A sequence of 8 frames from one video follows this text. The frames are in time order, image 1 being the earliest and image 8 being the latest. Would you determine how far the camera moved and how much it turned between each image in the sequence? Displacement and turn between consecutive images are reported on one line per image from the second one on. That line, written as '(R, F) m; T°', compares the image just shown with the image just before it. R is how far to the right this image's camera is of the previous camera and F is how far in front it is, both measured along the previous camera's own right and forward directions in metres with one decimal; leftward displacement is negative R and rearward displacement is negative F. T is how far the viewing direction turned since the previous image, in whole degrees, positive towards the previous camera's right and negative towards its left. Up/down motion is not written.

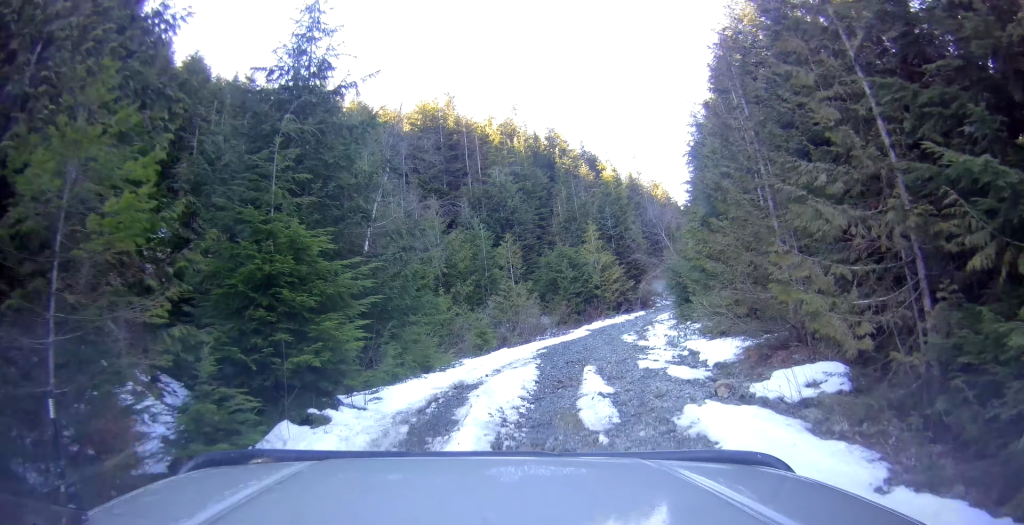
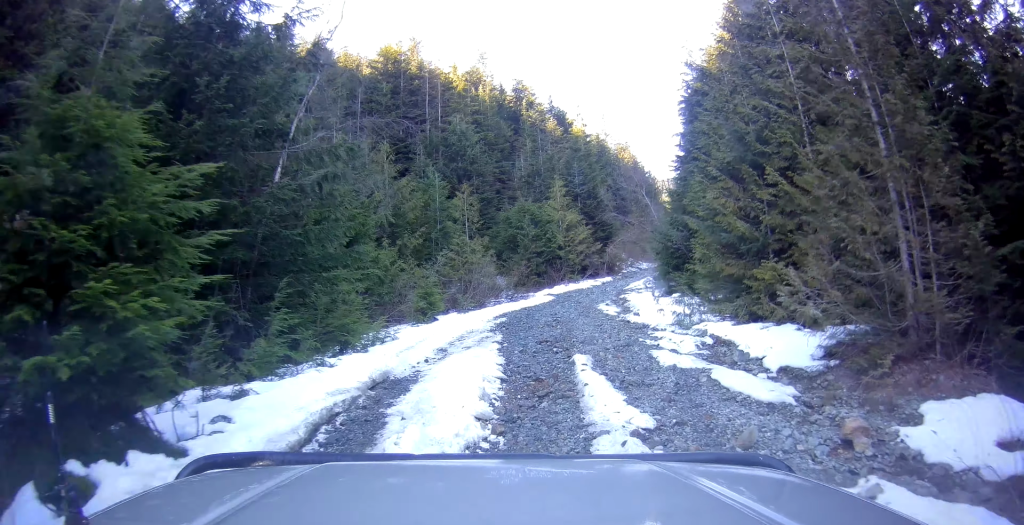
(-0.8, +4.5) m; -1°
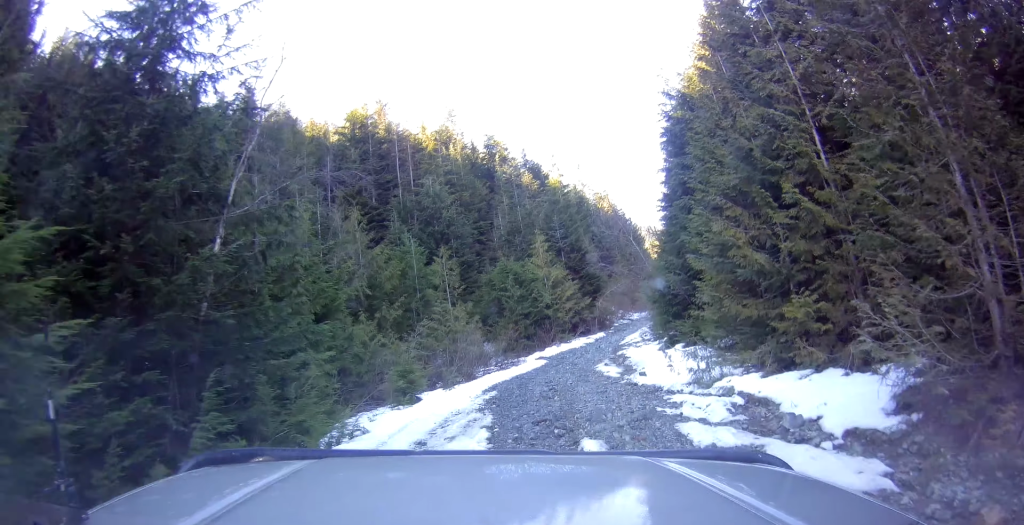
(+0.4, +2.0) m; +6°
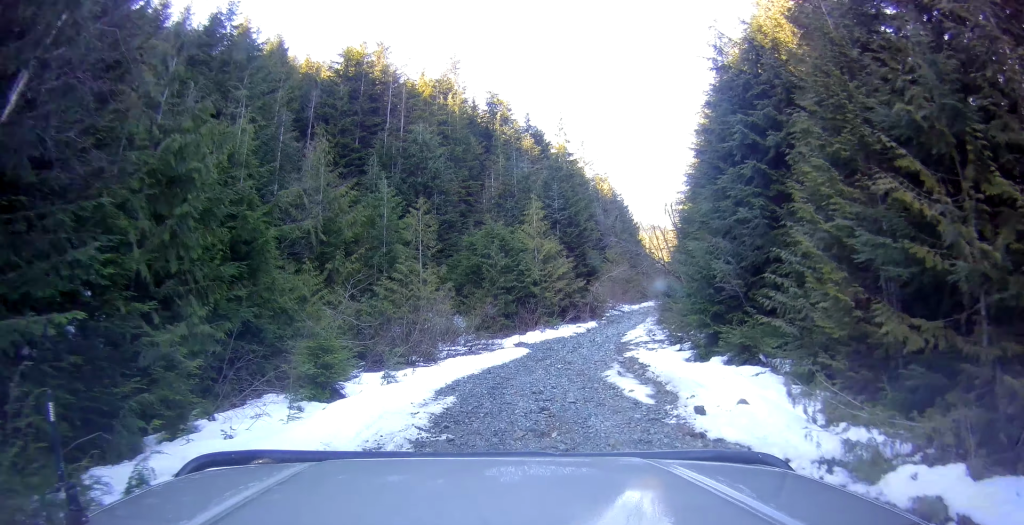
(+0.8, +6.2) m; +7°
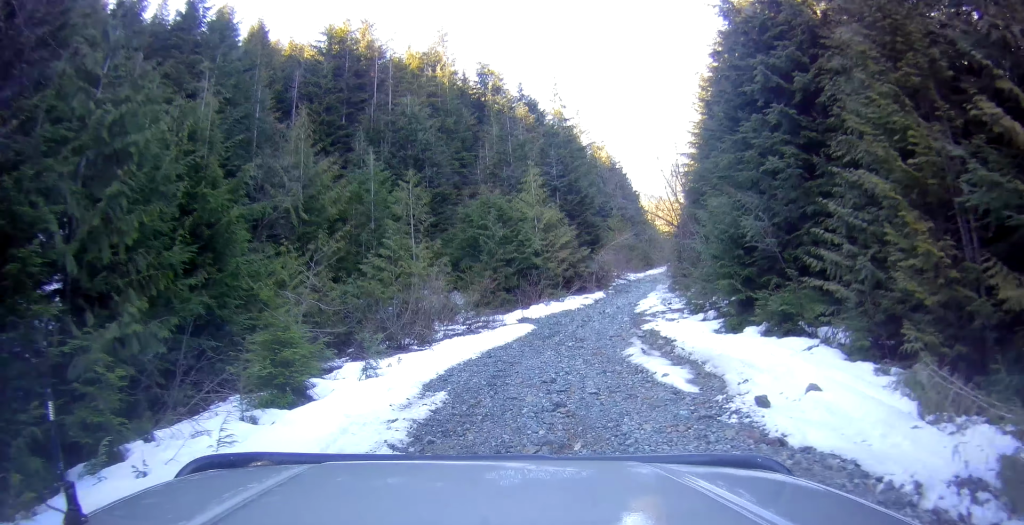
(0.0, +2.2) m; -1°
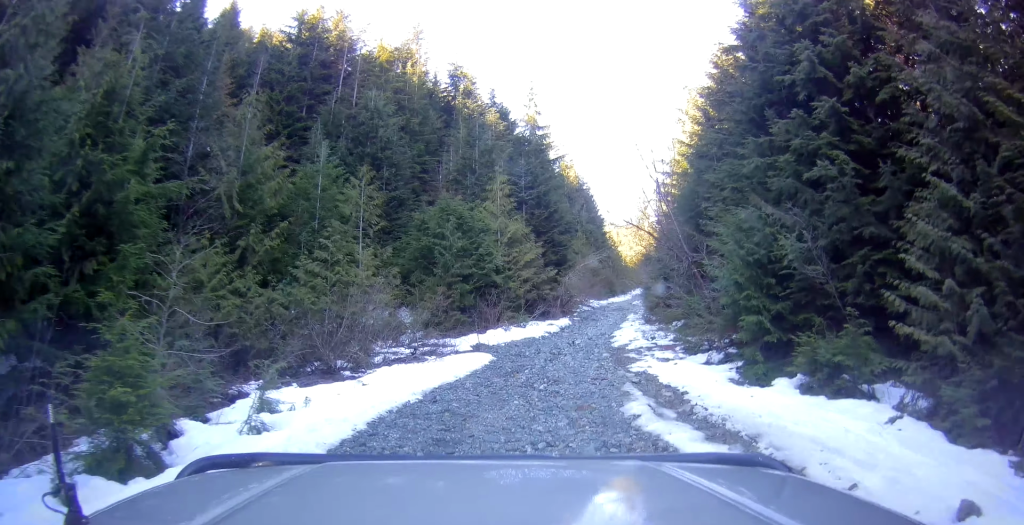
(0.0, +3.8) m; -4°
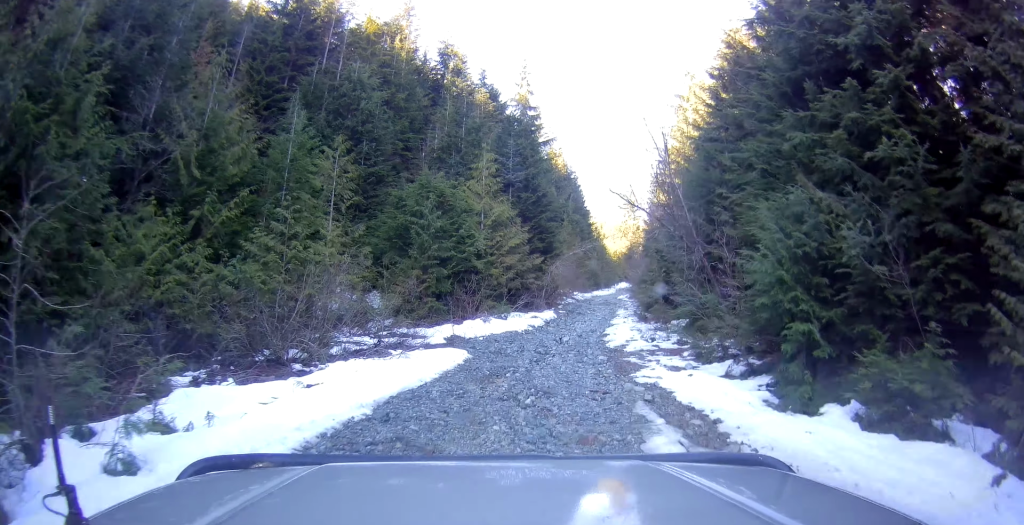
(-0.1, +2.5) m; +1°
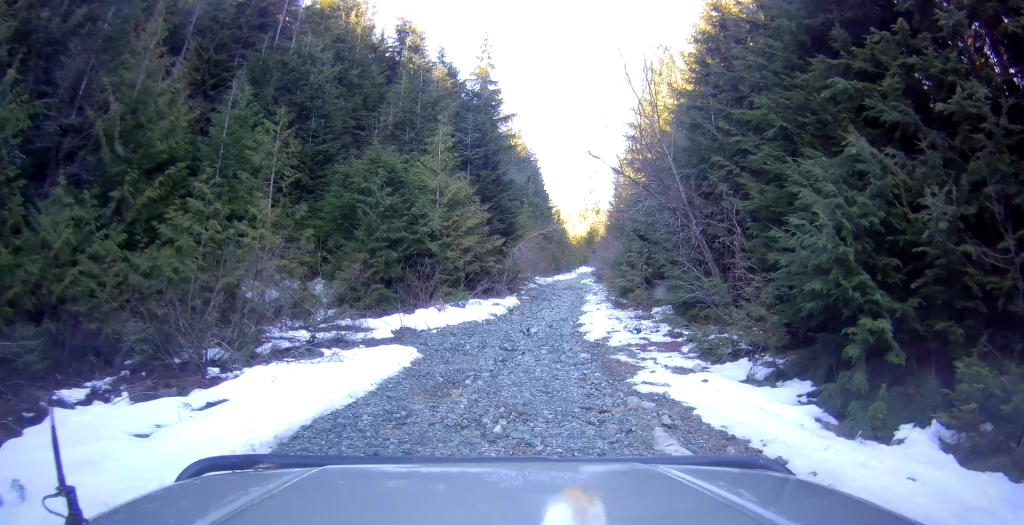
(-0.3, +2.6) m; +2°
